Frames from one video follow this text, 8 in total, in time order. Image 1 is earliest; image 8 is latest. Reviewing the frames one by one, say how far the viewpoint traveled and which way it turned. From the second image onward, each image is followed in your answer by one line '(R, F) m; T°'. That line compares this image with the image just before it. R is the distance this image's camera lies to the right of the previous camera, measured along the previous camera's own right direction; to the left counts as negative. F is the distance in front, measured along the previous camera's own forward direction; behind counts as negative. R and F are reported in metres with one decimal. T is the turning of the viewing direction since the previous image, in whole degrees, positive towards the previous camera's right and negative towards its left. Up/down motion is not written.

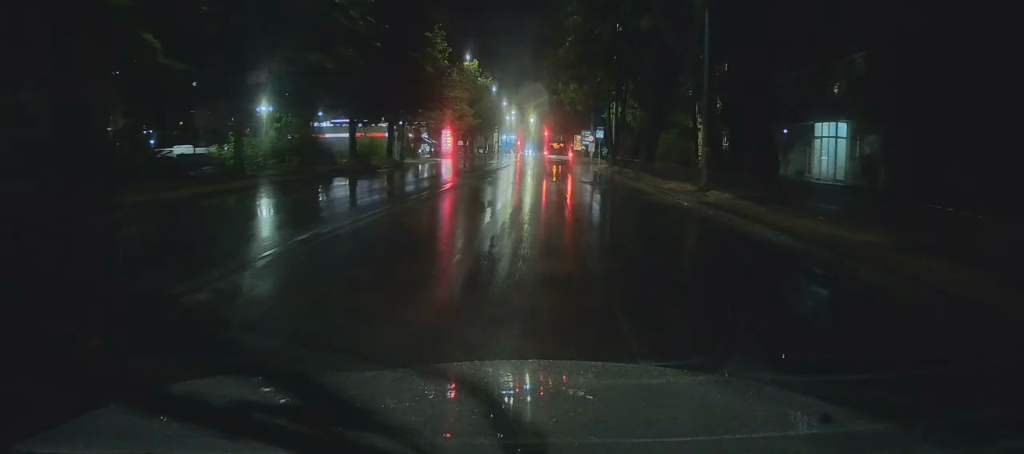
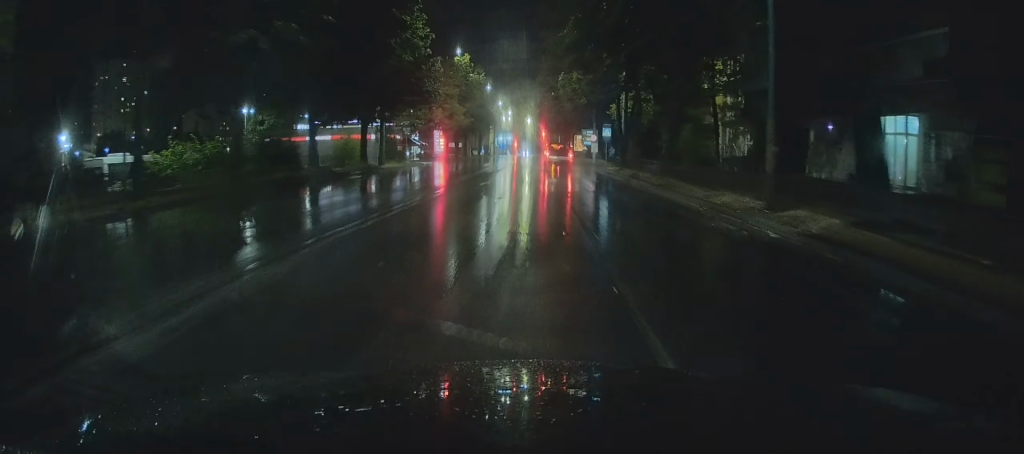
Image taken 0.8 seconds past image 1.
(0.0, +6.9) m; 0°
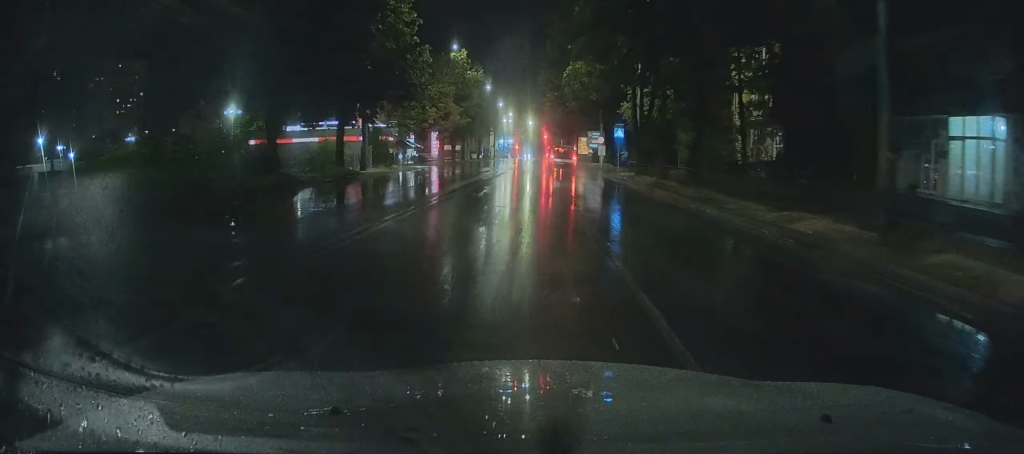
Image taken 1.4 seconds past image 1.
(0.0, +5.6) m; 0°
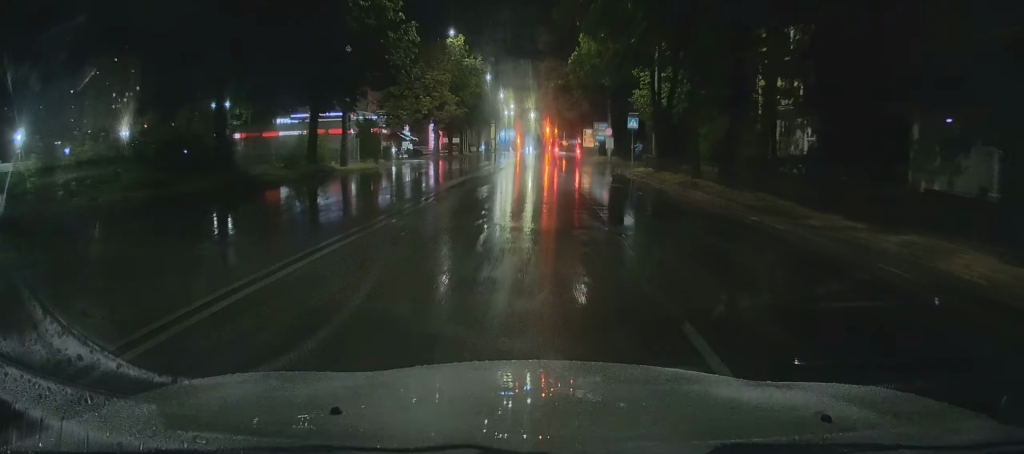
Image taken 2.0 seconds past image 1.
(0.0, +4.9) m; -1°
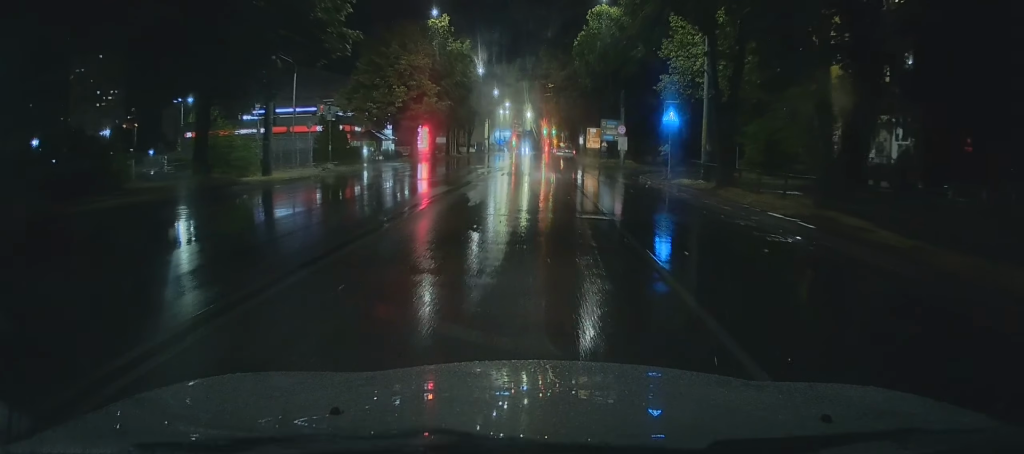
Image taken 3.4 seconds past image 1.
(-0.3, +10.8) m; -1°
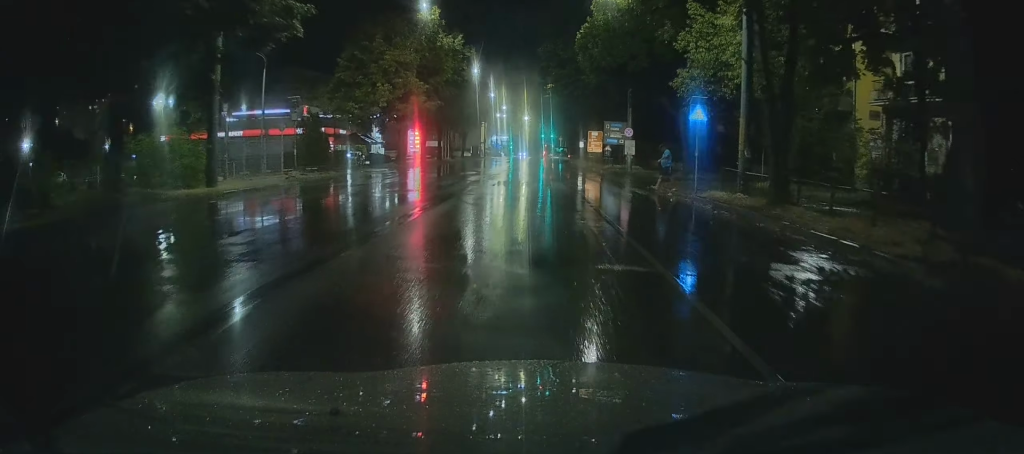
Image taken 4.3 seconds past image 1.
(0.0, +5.2) m; +2°
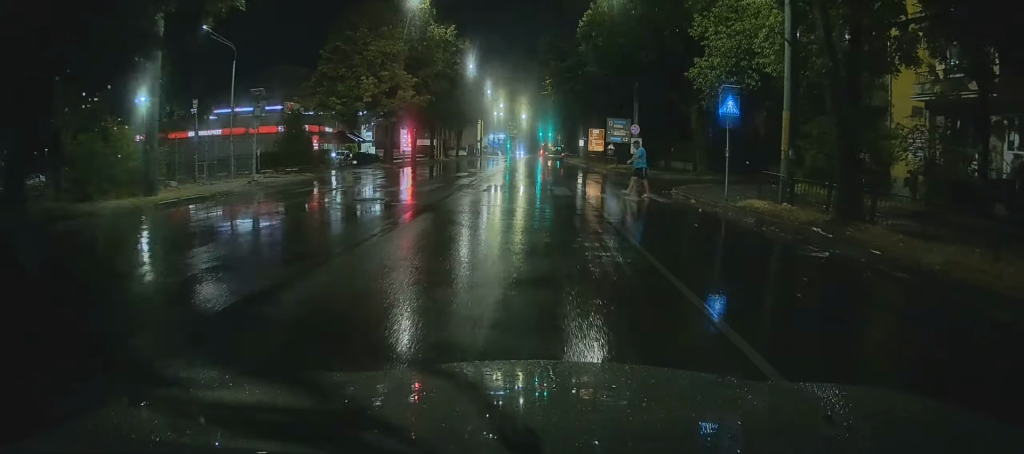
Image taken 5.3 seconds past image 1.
(+0.2, +4.7) m; +2°
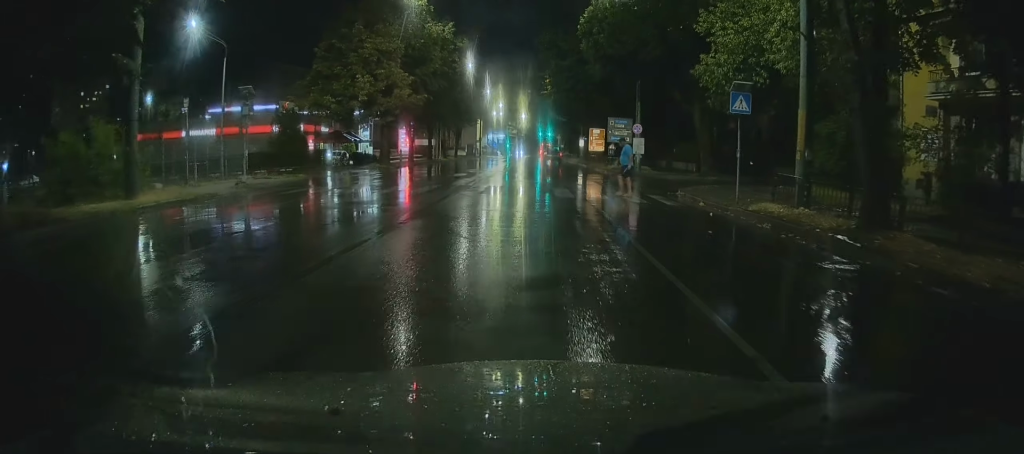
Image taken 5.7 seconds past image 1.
(0.0, +1.5) m; 0°
